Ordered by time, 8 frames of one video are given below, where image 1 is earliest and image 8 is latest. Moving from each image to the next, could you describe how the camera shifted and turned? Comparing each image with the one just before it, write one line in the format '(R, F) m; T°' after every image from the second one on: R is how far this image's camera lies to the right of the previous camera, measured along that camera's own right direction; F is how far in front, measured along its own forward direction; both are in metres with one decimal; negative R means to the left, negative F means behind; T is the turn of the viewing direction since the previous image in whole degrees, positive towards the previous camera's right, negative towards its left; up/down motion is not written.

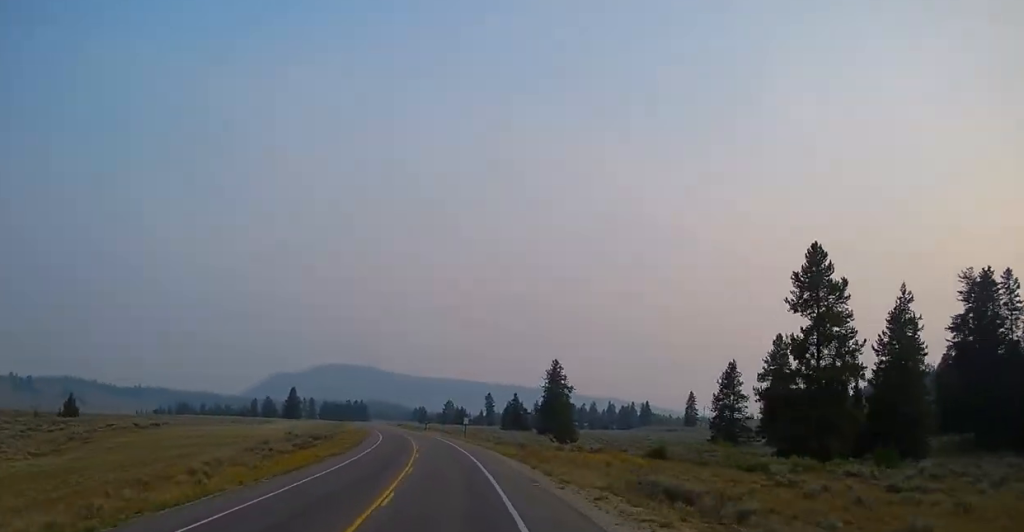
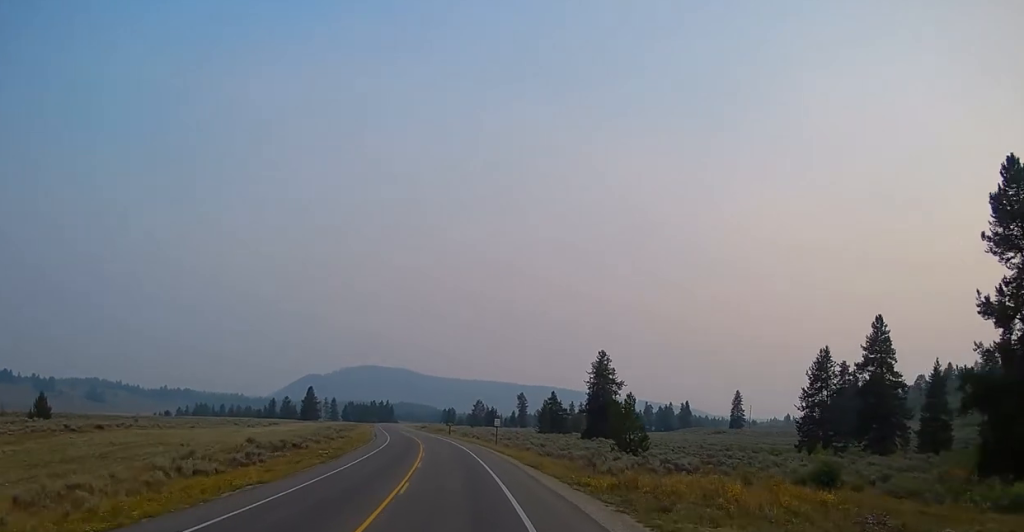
(-0.2, +22.0) m; -2°
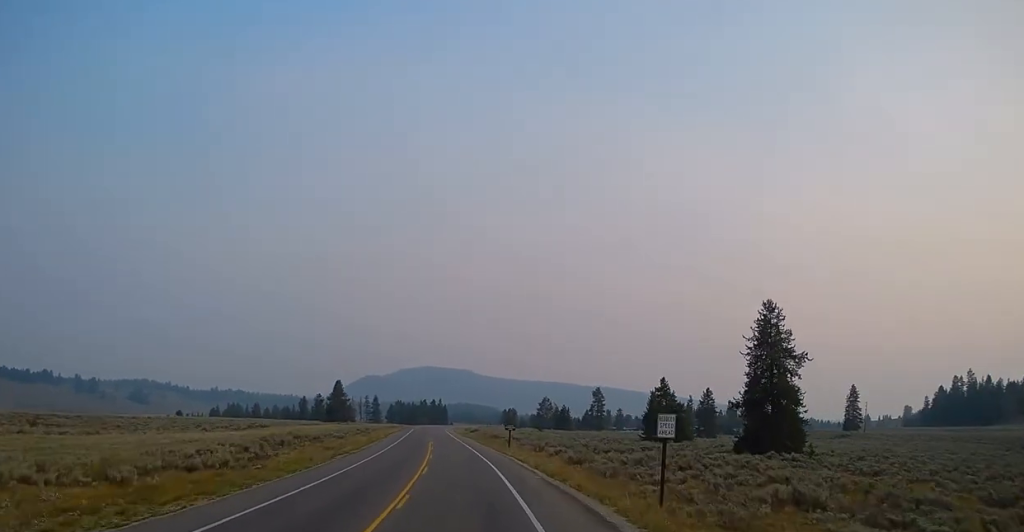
(-2.8, +51.7) m; -6°
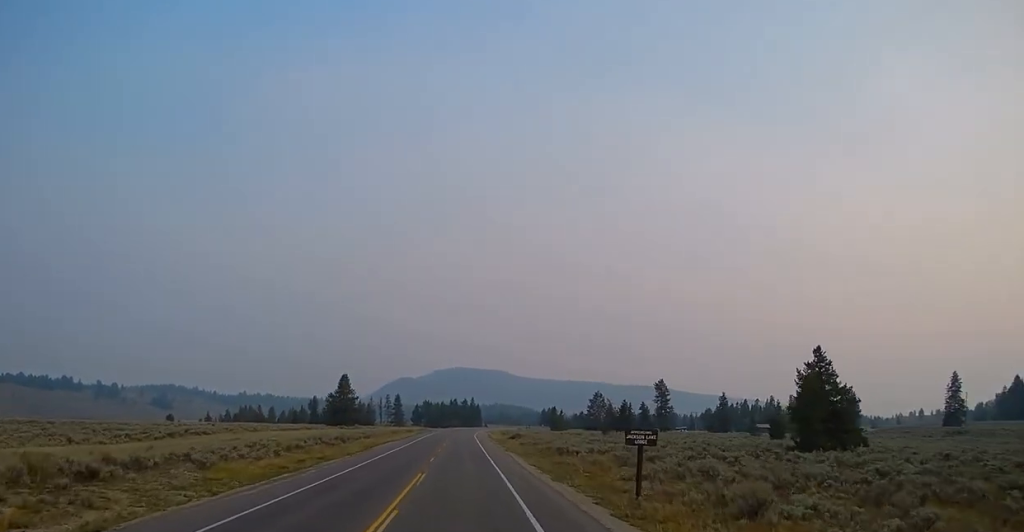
(-1.4, +42.2) m; -3°
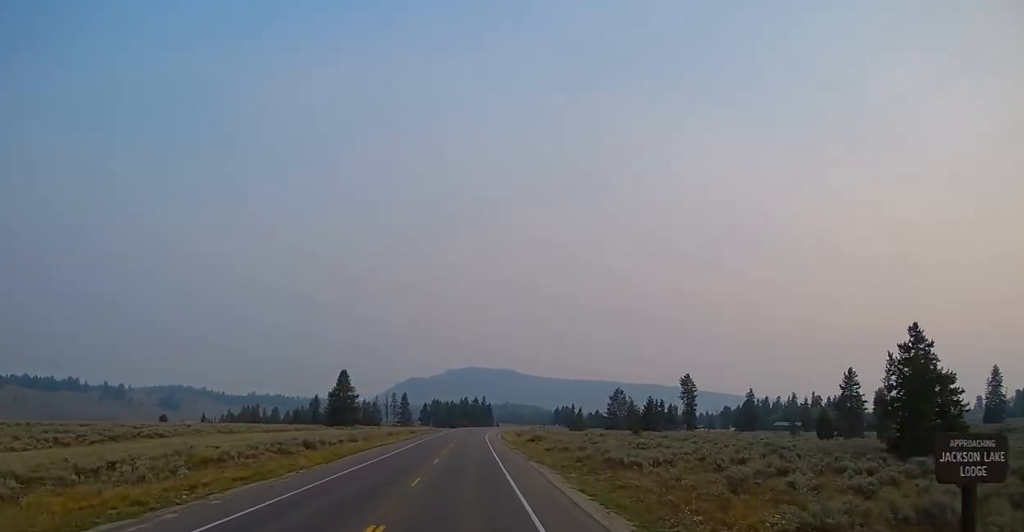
(0.0, +16.1) m; 0°
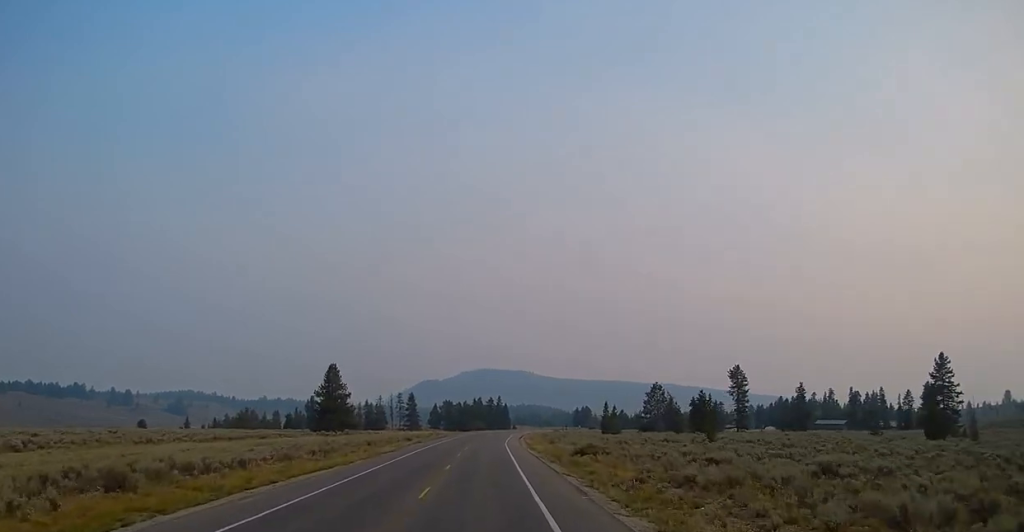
(0.0, +27.4) m; 0°
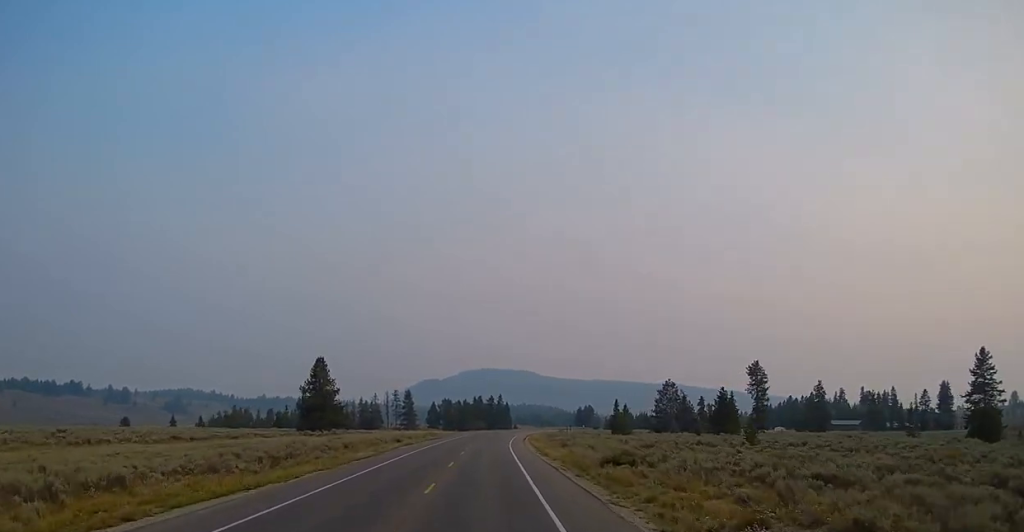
(0.0, +10.9) m; 0°
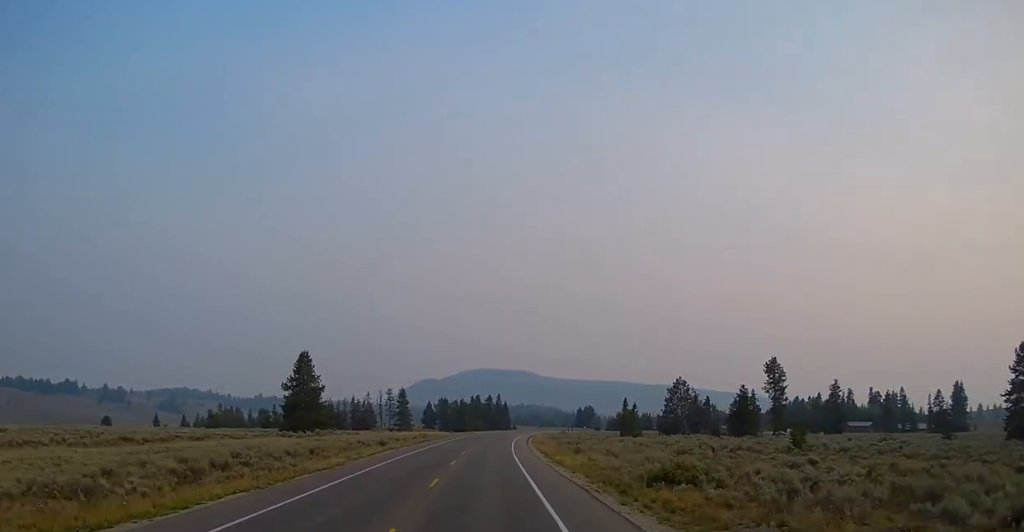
(0.0, +9.9) m; 0°
